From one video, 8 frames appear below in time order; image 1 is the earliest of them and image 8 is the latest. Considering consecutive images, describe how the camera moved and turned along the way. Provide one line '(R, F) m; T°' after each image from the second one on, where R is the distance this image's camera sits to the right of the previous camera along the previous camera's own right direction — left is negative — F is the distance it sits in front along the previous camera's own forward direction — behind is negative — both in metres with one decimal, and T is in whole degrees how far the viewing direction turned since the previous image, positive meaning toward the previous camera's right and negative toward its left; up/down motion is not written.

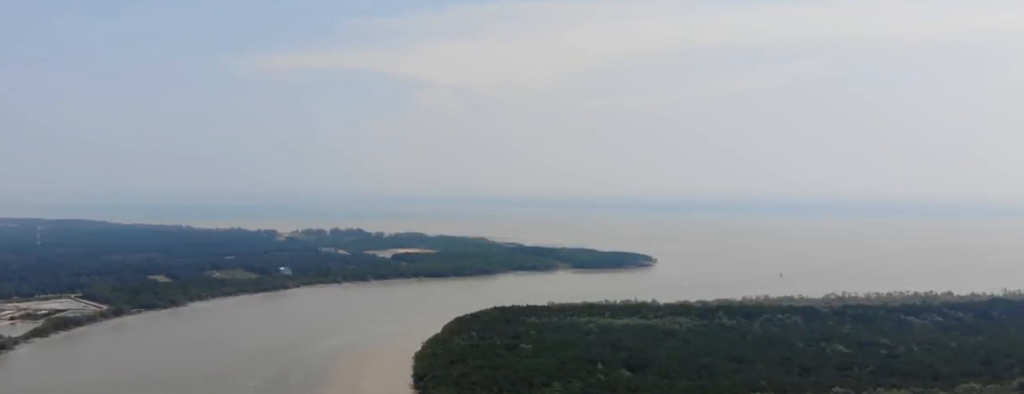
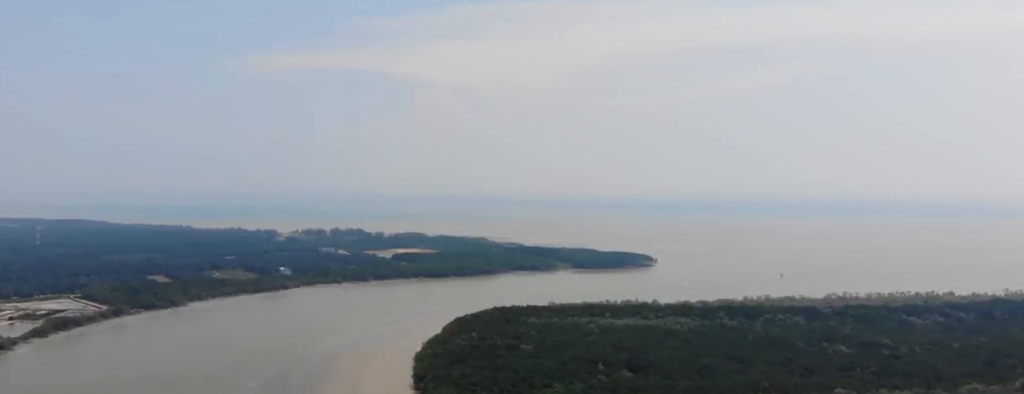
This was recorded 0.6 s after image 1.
(0.0, +3.3) m; 0°
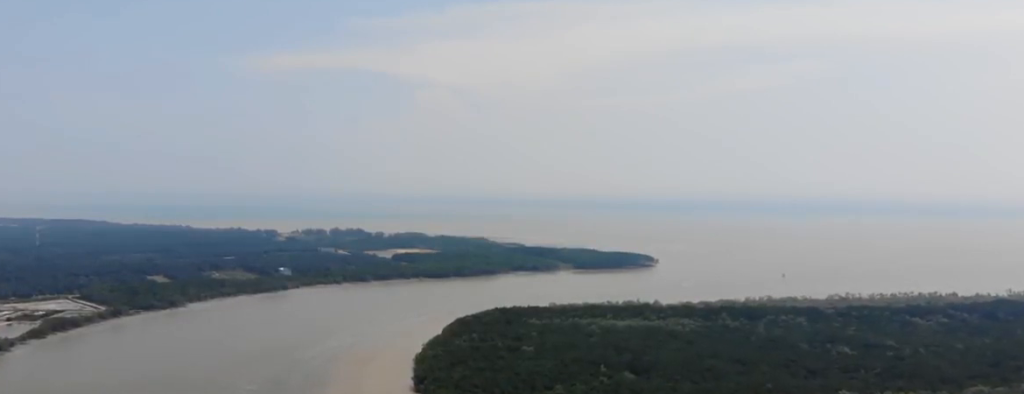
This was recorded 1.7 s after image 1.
(-0.1, +6.1) m; -1°
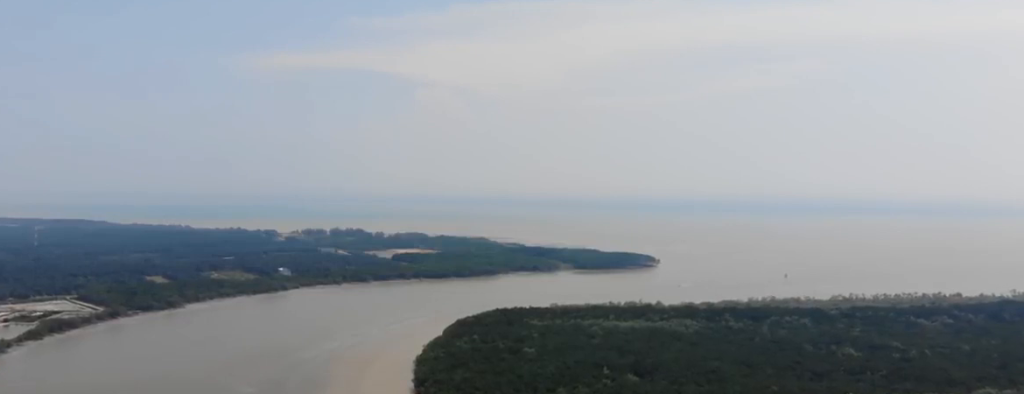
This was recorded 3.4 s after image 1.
(0.0, +8.8) m; 0°
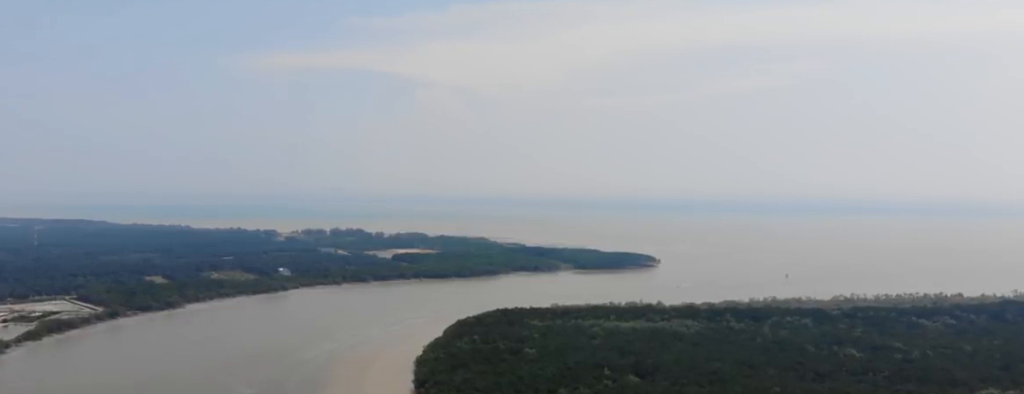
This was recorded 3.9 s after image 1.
(0.0, +2.8) m; 0°
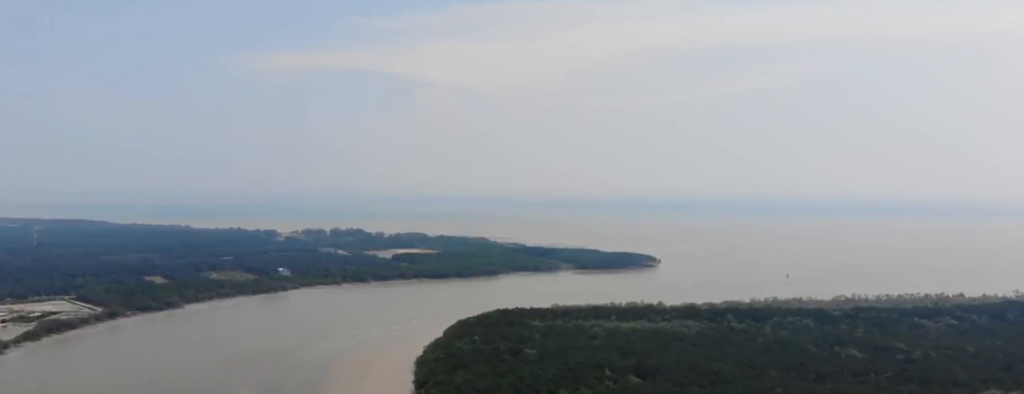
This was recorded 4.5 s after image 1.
(0.0, +2.8) m; 0°
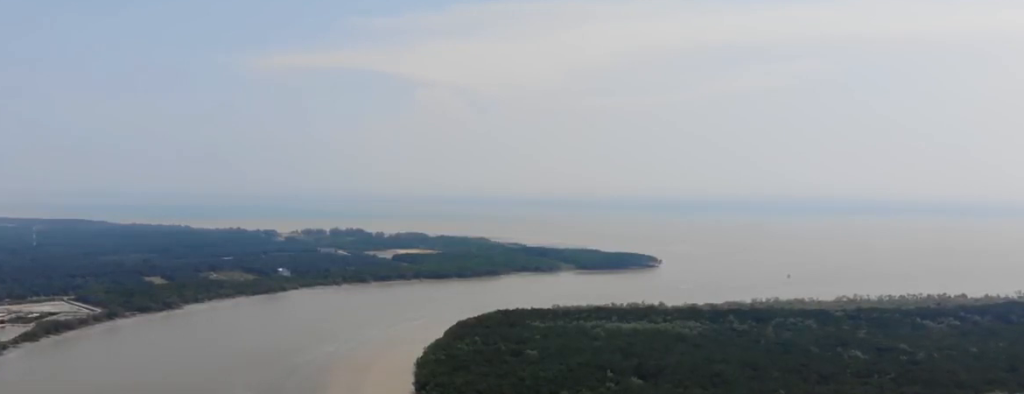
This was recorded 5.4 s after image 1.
(0.0, +4.7) m; 0°
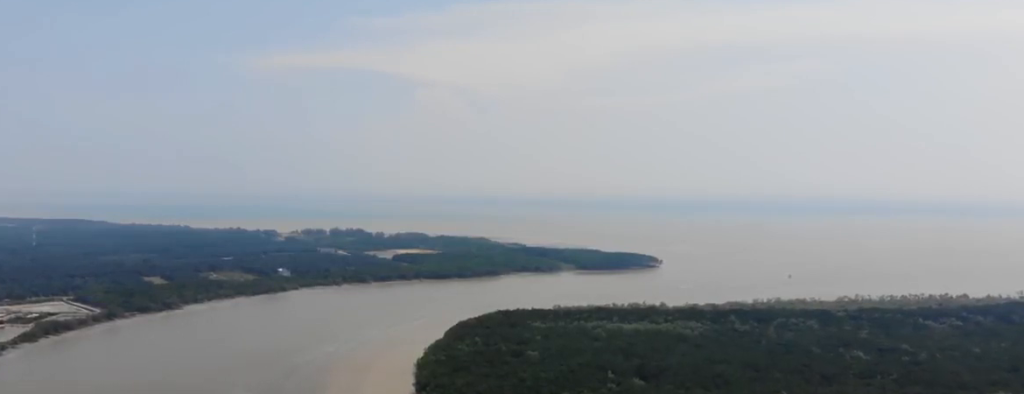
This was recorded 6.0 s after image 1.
(0.0, +3.3) m; 0°
